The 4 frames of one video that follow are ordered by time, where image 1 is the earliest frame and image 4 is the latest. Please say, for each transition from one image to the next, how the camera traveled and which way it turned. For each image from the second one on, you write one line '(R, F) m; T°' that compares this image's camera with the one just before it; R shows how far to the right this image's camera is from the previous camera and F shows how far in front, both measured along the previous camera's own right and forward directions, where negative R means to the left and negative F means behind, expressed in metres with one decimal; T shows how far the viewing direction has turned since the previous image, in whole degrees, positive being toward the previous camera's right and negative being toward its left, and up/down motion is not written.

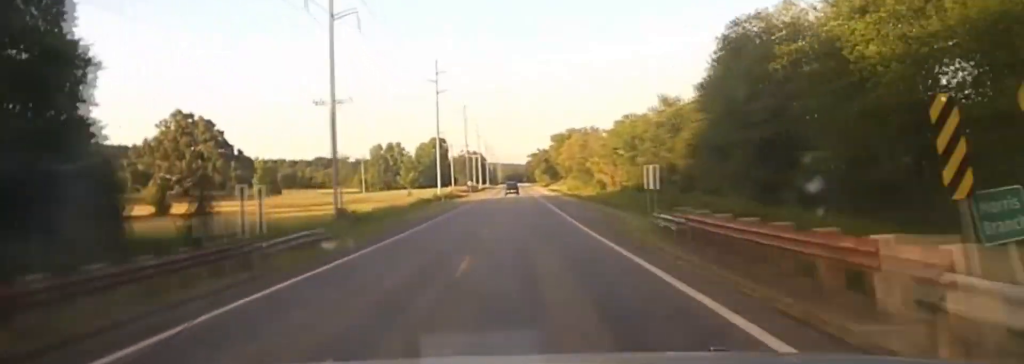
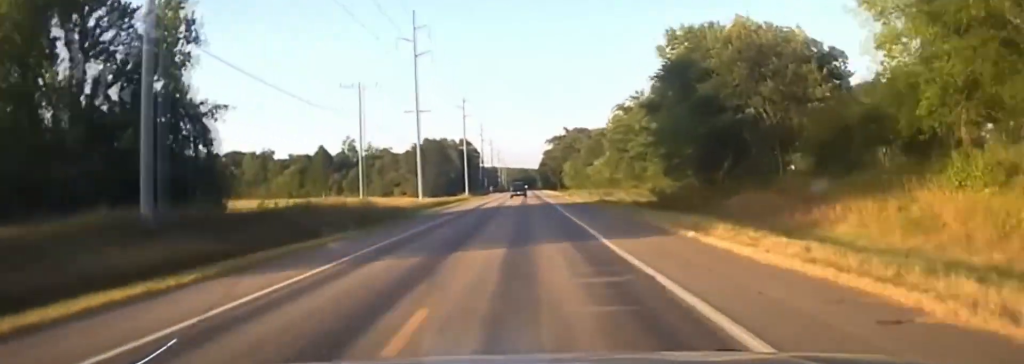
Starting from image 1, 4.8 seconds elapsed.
(-1.4, +227.8) m; -1°
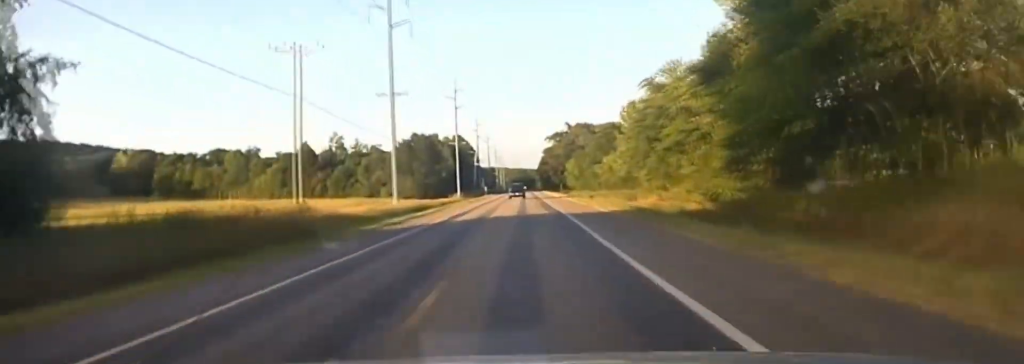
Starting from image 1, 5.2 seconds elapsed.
(0.0, +22.9) m; 0°
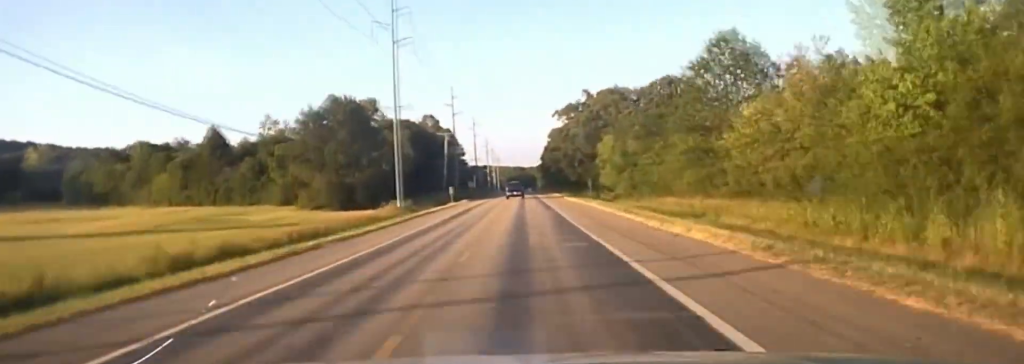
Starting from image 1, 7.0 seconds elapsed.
(+0.5, +87.4) m; 0°
